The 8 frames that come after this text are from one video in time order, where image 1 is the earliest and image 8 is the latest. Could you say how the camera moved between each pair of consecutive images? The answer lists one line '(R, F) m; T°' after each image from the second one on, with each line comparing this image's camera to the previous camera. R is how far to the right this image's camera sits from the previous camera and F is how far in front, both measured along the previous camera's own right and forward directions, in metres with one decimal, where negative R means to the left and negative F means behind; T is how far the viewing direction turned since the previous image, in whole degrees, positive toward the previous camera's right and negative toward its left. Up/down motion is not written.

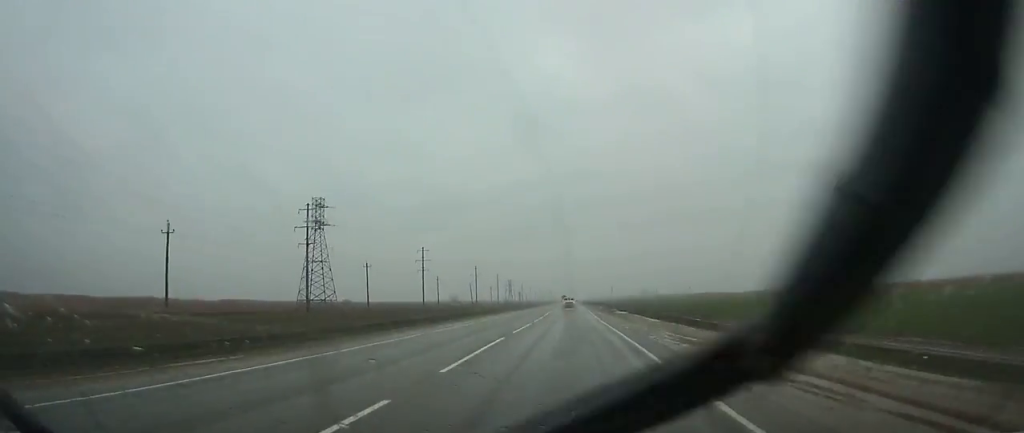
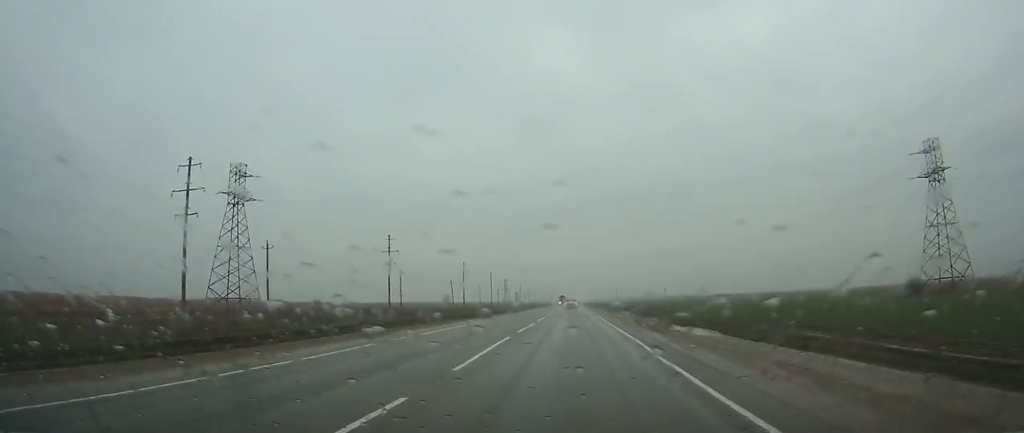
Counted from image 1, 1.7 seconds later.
(+0.1, +35.9) m; 0°
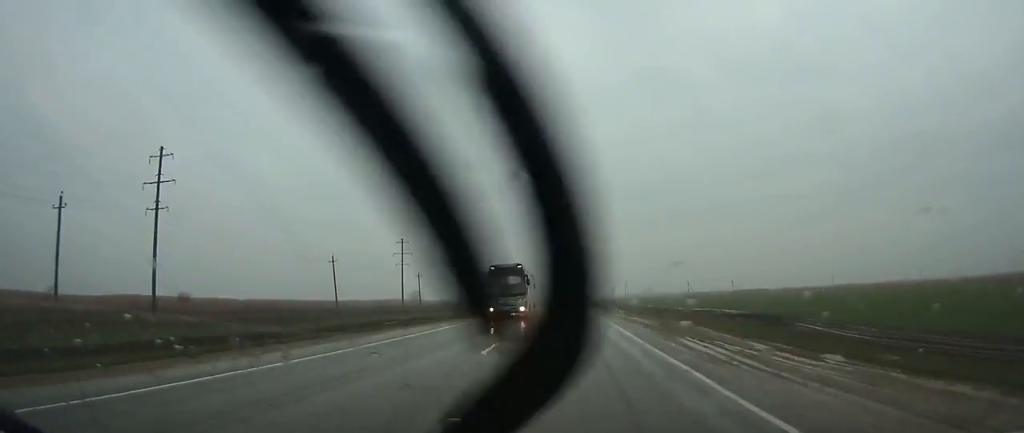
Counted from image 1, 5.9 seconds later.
(0.0, +87.5) m; 0°
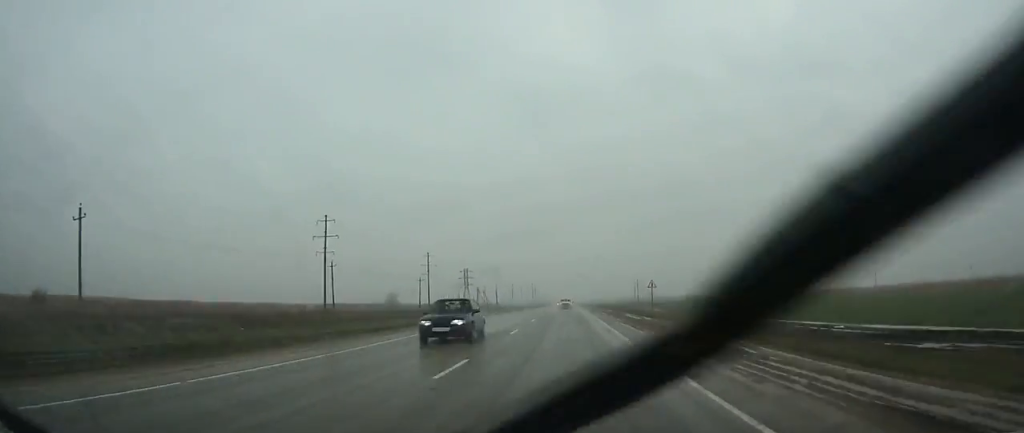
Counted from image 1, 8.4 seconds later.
(-0.2, +51.9) m; 0°
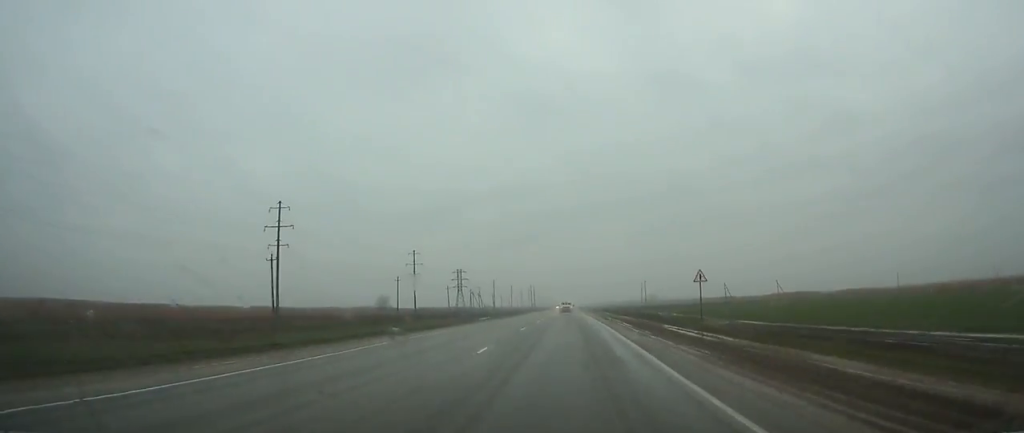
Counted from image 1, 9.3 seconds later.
(0.0, +19.7) m; 0°
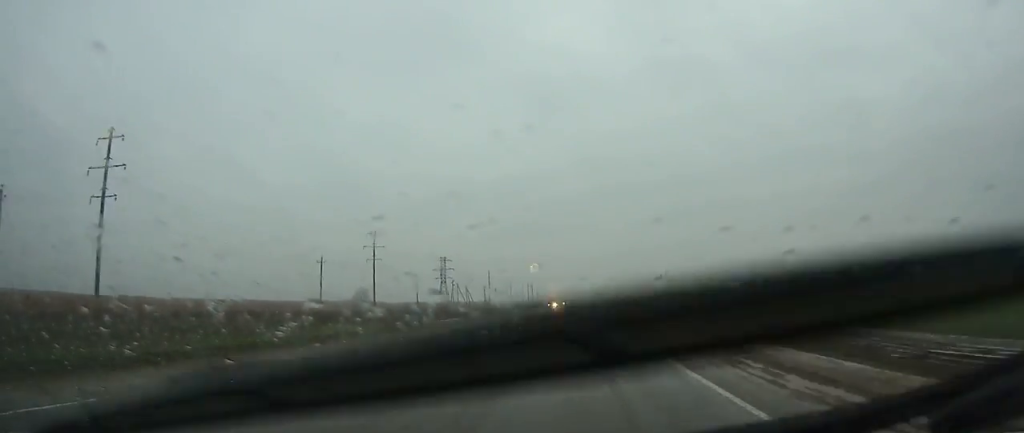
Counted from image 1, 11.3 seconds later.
(+0.1, +40.9) m; 0°
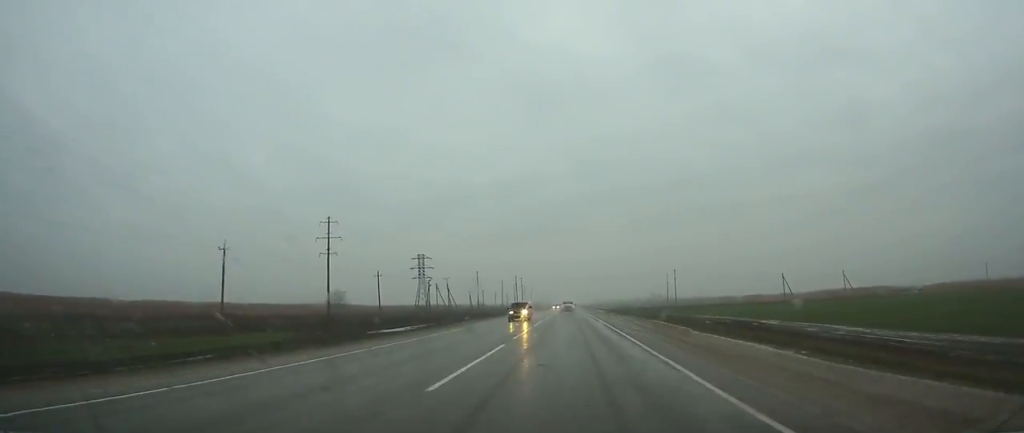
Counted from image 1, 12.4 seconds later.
(0.0, +24.0) m; 0°
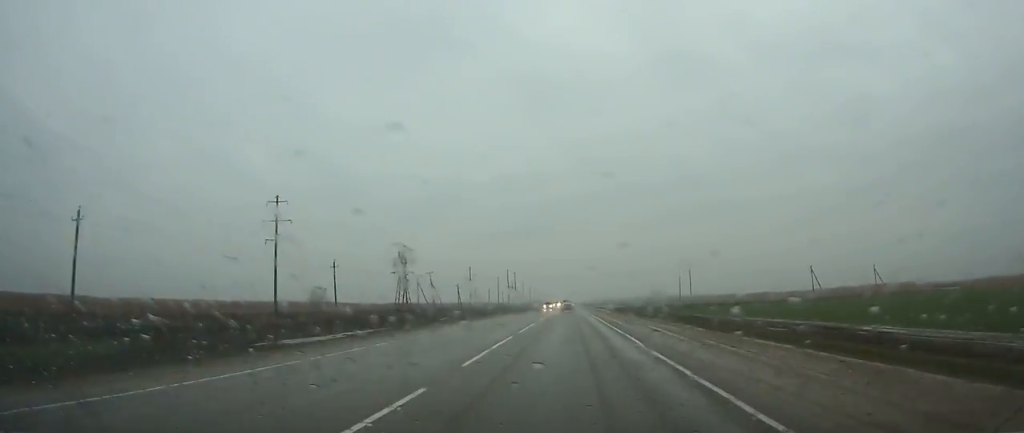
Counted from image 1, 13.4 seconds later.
(0.0, +21.2) m; 0°
